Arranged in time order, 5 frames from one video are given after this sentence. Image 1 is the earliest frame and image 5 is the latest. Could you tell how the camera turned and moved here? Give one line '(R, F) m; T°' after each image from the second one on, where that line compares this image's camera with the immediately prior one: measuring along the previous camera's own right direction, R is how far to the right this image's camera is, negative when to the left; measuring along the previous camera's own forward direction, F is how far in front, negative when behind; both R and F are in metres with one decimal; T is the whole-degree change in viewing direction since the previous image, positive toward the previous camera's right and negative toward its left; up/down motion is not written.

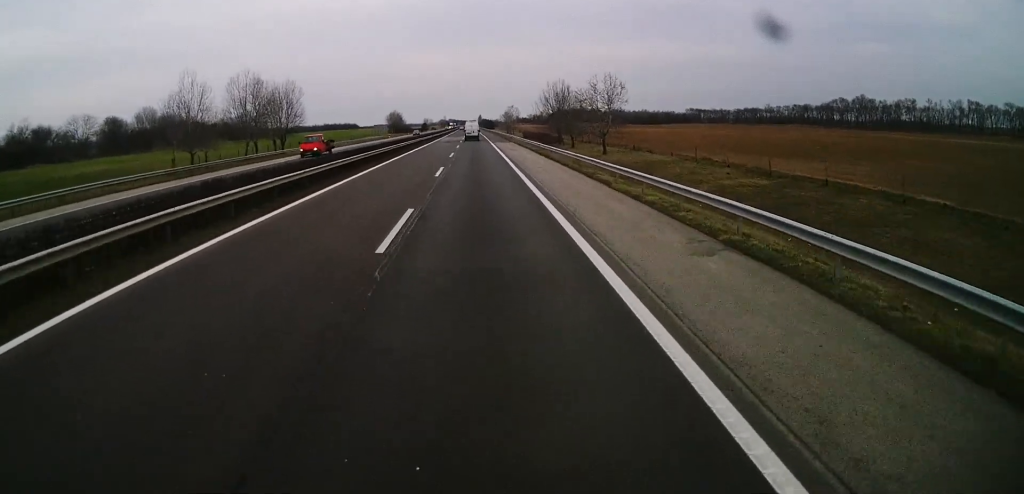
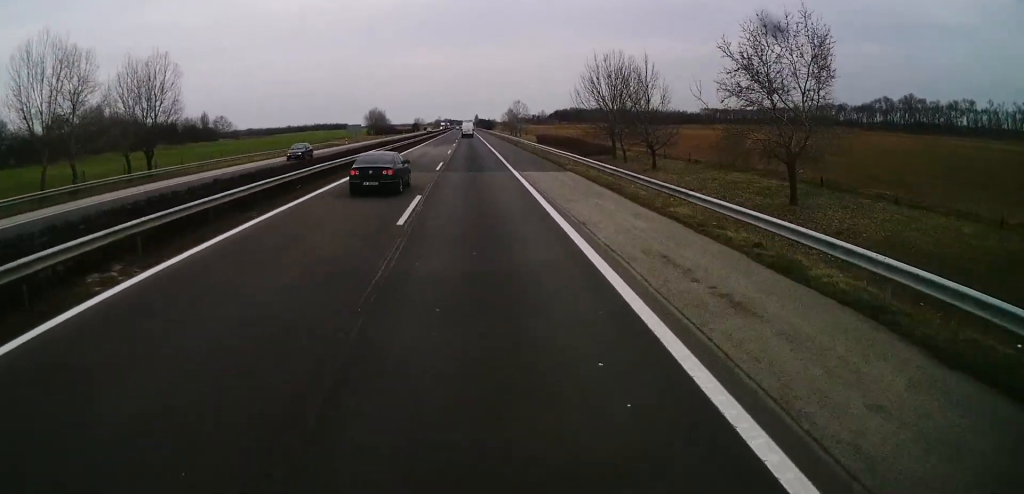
(-0.1, +49.1) m; -2°
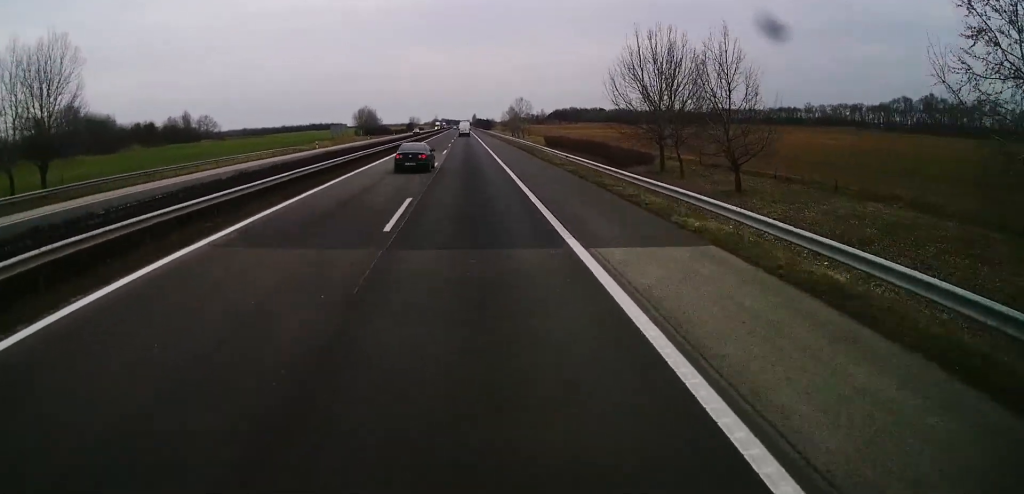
(0.0, +19.1) m; 0°
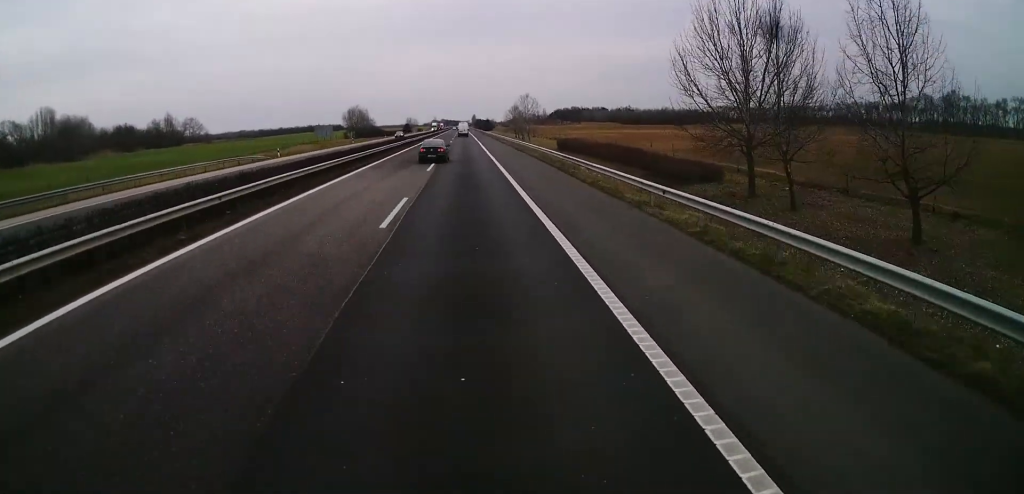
(0.0, +17.6) m; 0°
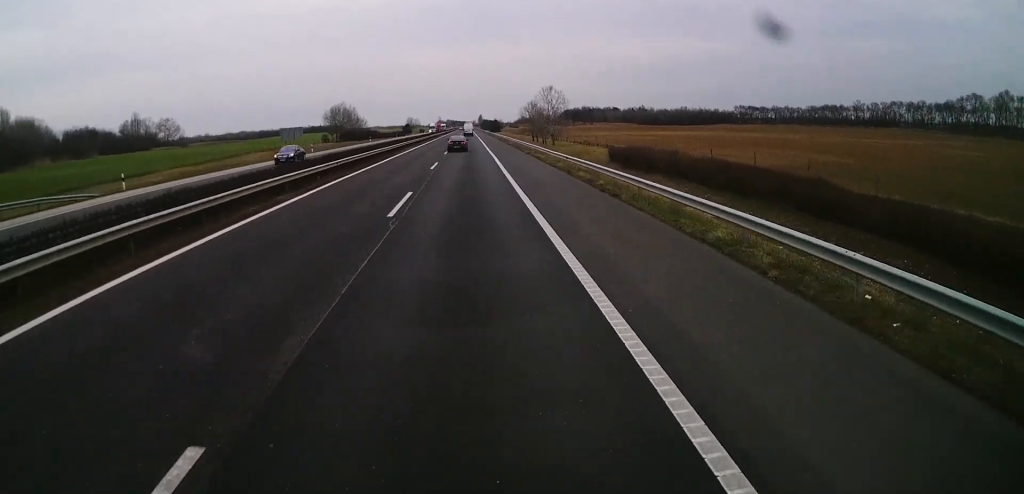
(0.0, +34.4) m; 0°
